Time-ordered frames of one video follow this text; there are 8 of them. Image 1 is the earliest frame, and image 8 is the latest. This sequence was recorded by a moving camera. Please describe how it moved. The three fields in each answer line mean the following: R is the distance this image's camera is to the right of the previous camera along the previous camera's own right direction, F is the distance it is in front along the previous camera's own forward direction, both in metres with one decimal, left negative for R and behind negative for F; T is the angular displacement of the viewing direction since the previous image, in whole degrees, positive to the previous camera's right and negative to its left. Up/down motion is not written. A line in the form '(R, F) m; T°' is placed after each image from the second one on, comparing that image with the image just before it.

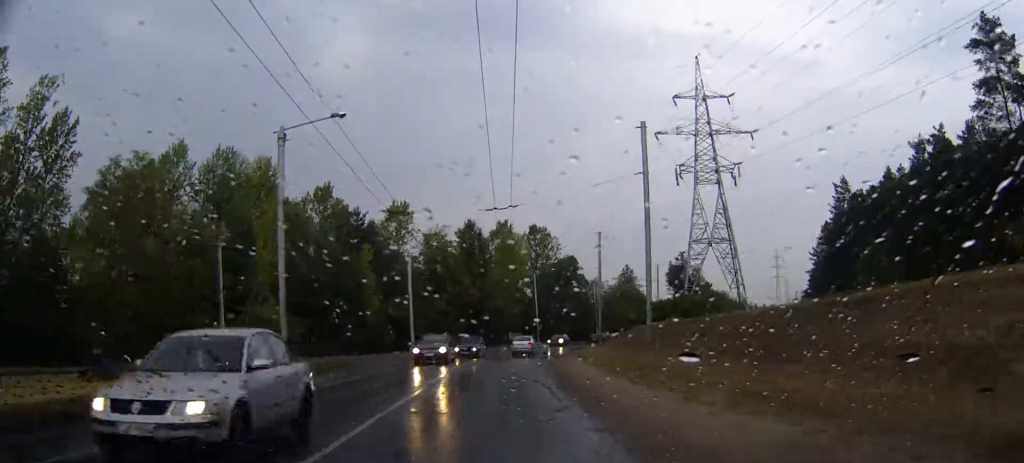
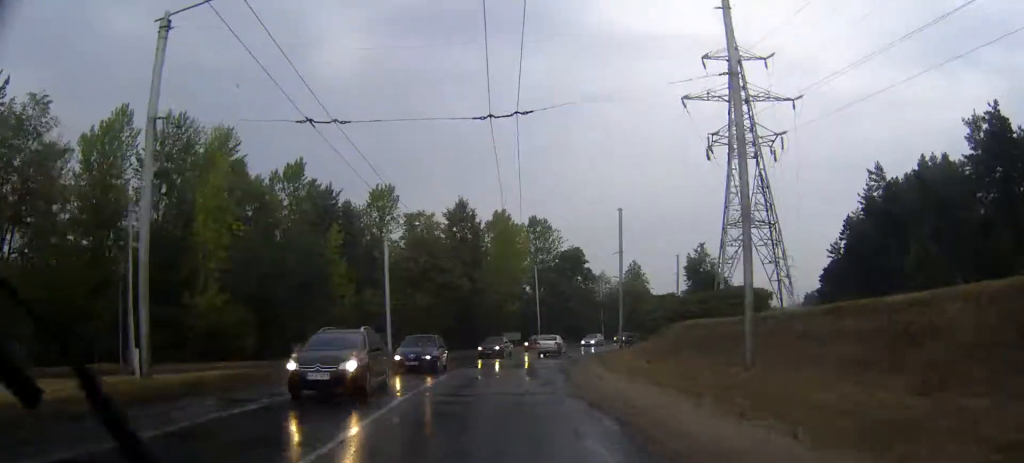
(+0.1, +12.1) m; +1°
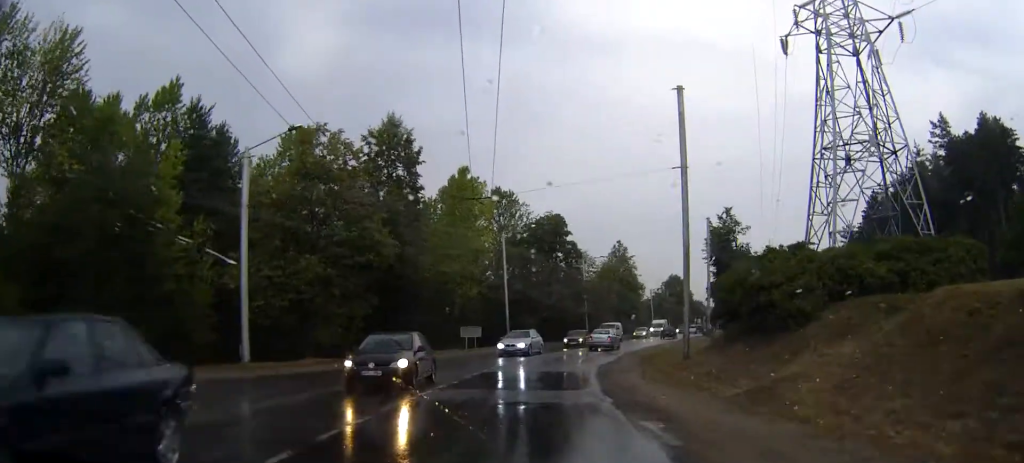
(+0.4, +25.1) m; +3°
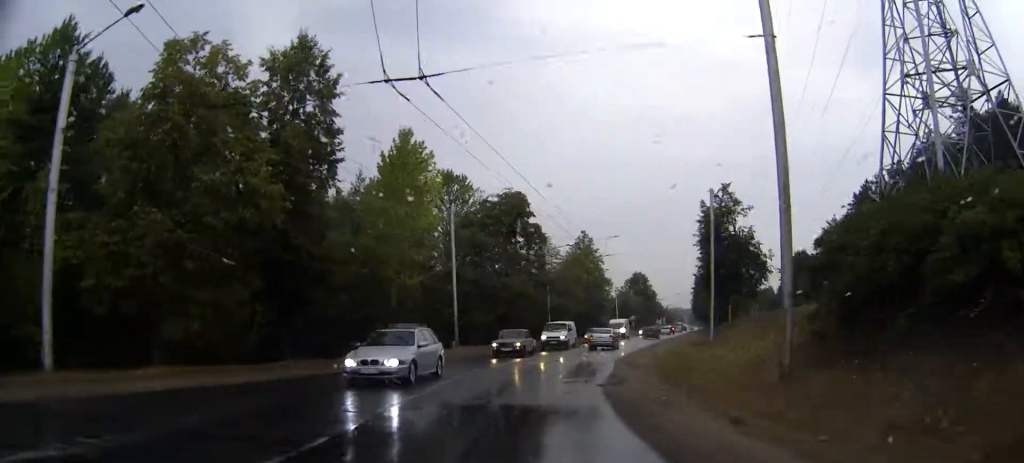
(+0.3, +12.0) m; +3°
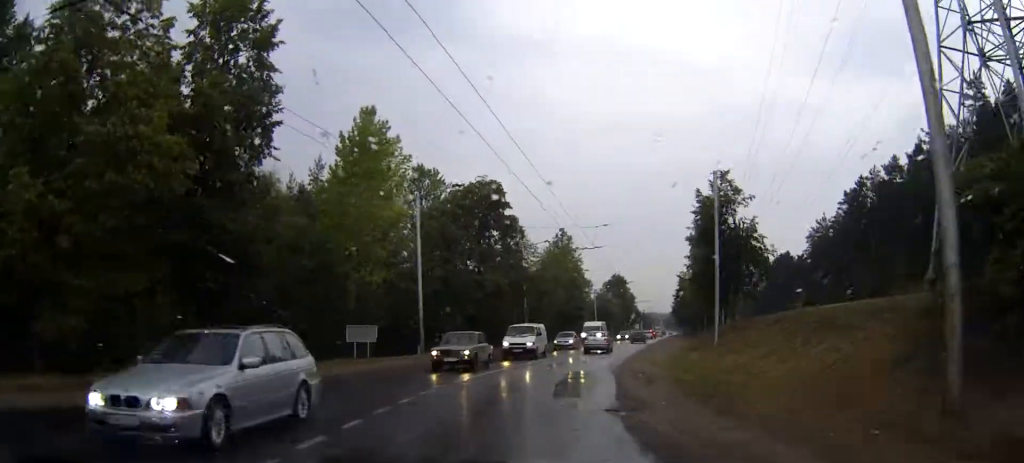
(0.0, +5.9) m; +2°
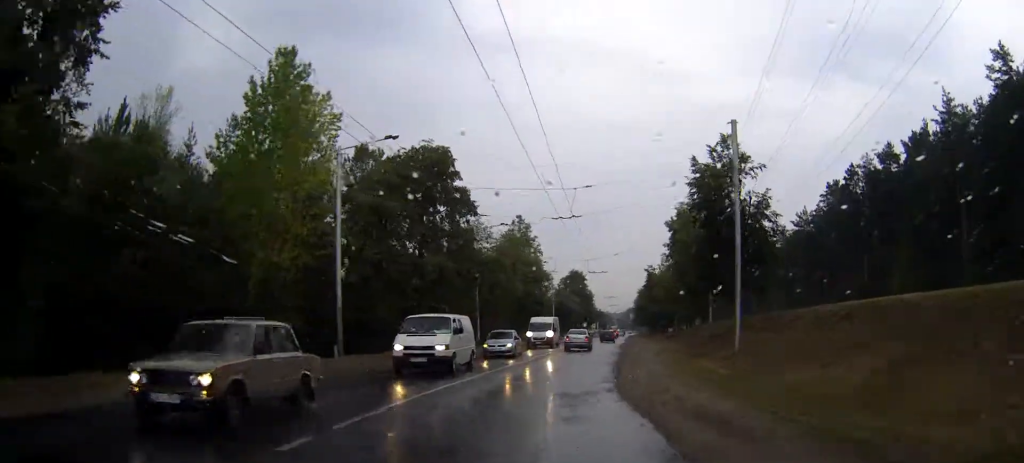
(+0.3, +10.2) m; +3°
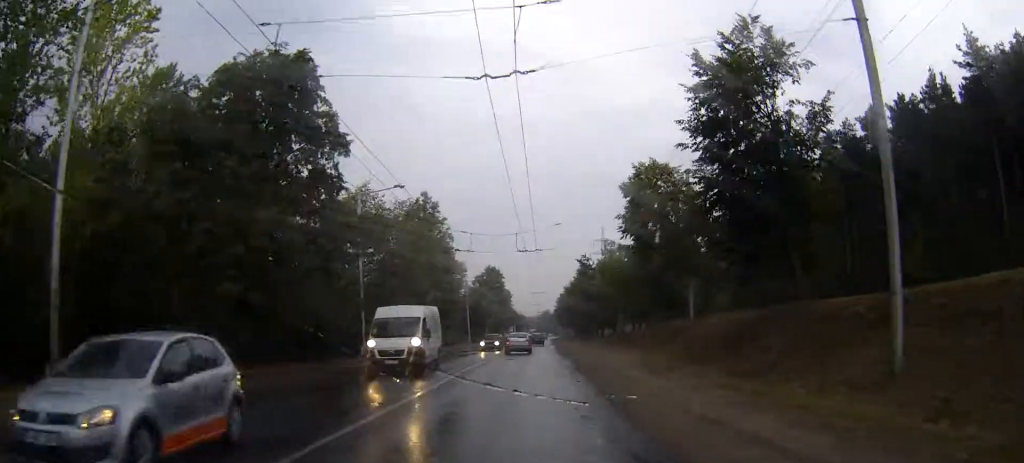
(+0.7, +16.7) m; +5°
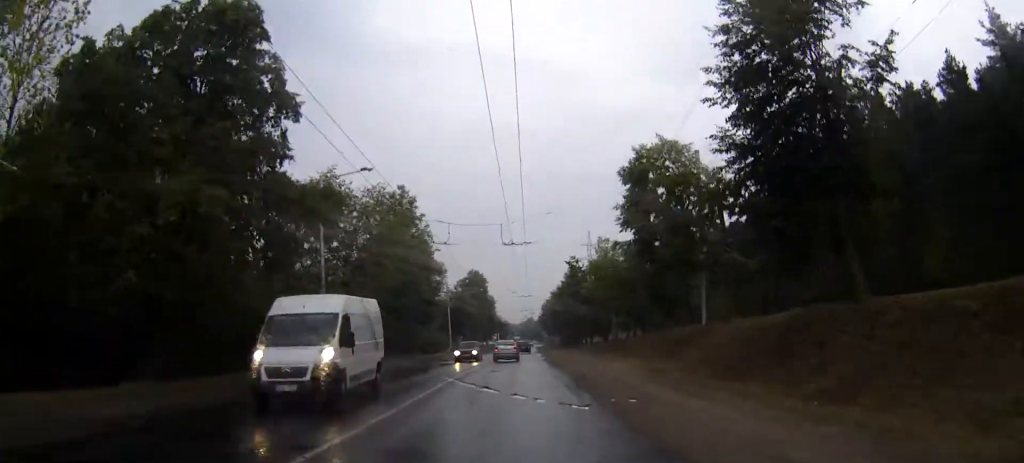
(+0.1, +5.5) m; +2°
